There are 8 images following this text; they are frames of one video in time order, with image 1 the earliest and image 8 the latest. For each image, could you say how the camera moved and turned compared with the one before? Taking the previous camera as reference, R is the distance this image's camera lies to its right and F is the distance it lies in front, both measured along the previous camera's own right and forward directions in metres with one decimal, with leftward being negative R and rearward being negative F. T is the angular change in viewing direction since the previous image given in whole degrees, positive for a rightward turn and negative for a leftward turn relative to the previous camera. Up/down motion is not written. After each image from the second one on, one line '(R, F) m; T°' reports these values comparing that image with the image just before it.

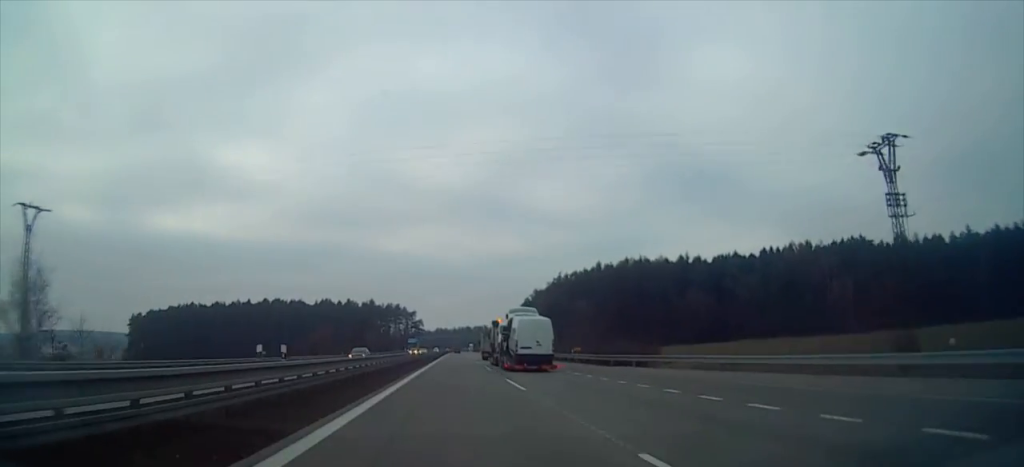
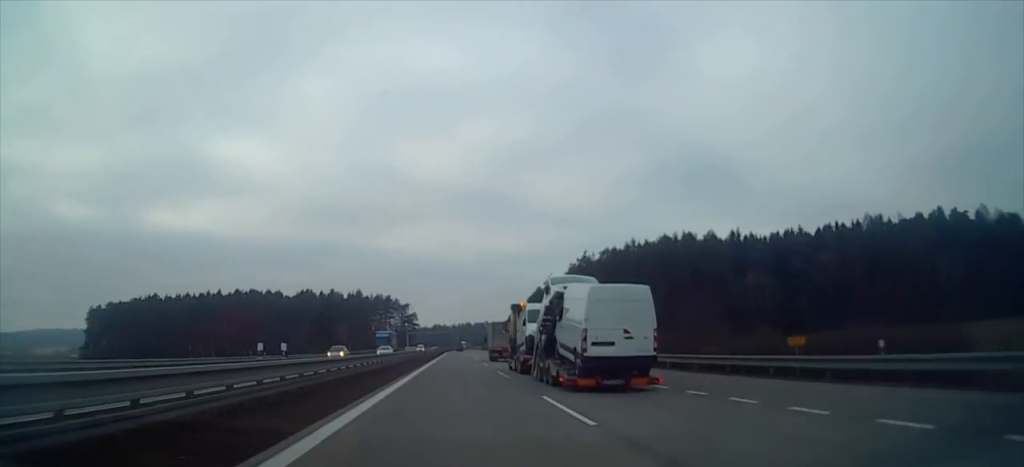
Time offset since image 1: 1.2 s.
(+1.5, +46.0) m; +1°
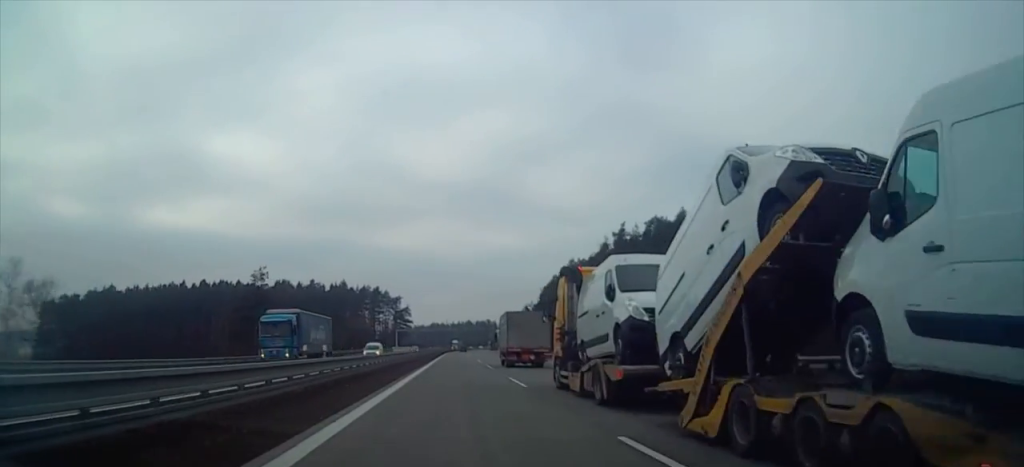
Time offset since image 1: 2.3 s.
(-1.6, +43.3) m; -2°
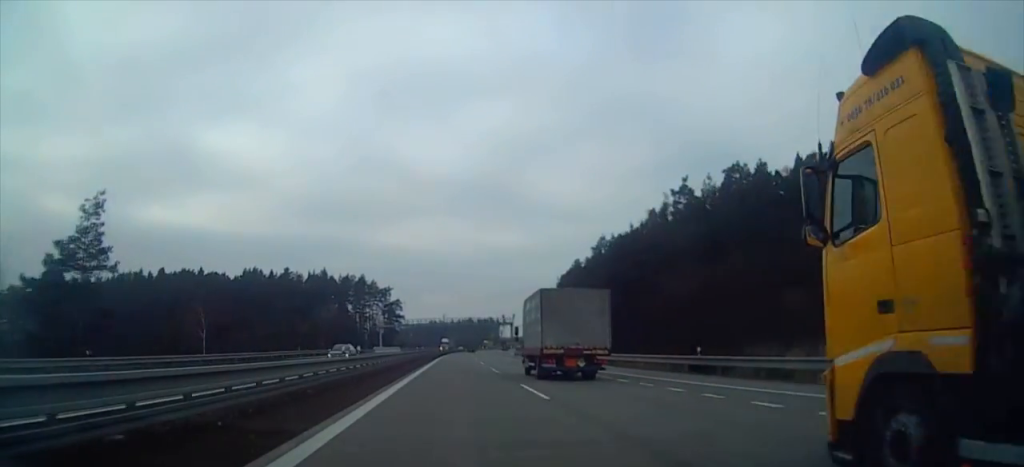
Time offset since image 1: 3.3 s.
(0.0, +40.6) m; 0°
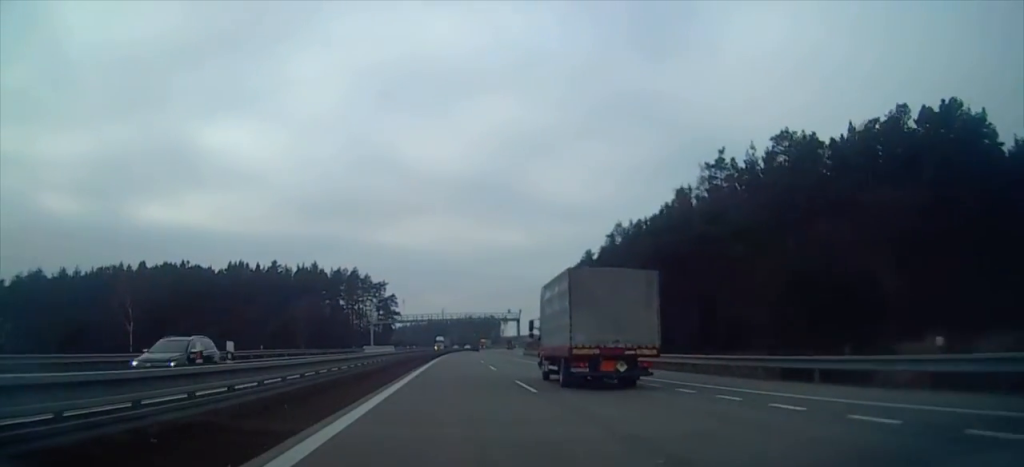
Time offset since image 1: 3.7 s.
(0.0, +15.7) m; 0°
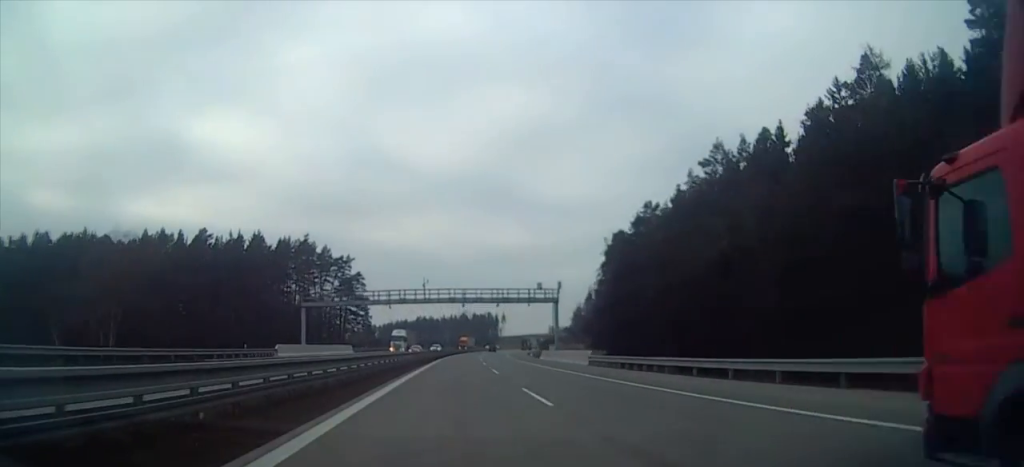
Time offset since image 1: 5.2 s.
(0.0, +57.6) m; 0°
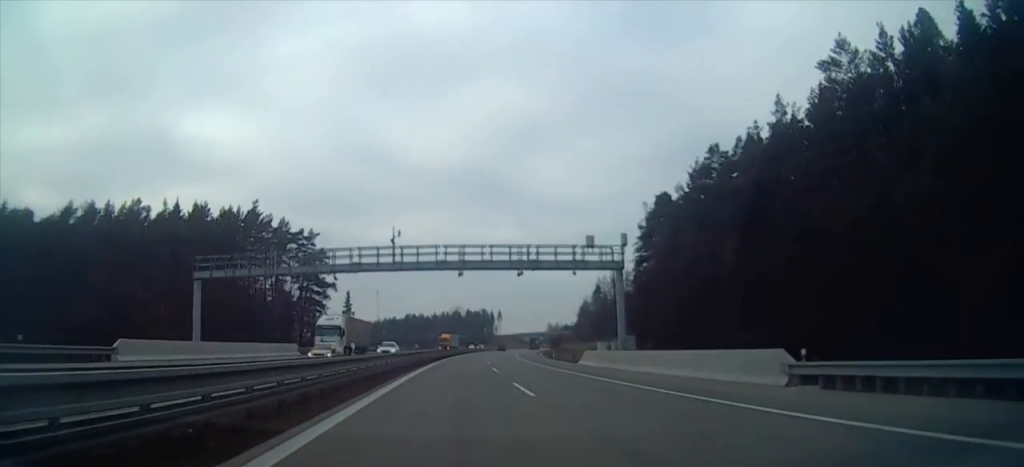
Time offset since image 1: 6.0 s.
(0.0, +32.8) m; +2°
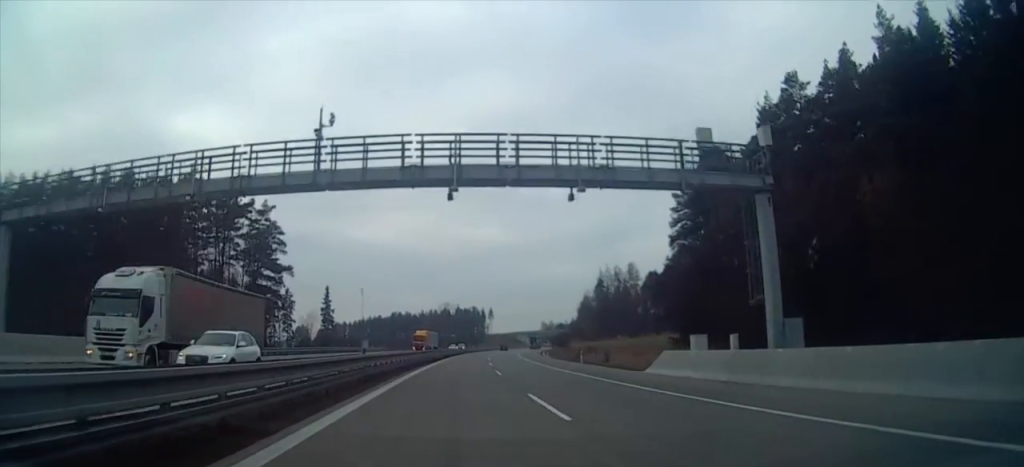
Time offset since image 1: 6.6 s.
(+0.5, +23.6) m; +1°
